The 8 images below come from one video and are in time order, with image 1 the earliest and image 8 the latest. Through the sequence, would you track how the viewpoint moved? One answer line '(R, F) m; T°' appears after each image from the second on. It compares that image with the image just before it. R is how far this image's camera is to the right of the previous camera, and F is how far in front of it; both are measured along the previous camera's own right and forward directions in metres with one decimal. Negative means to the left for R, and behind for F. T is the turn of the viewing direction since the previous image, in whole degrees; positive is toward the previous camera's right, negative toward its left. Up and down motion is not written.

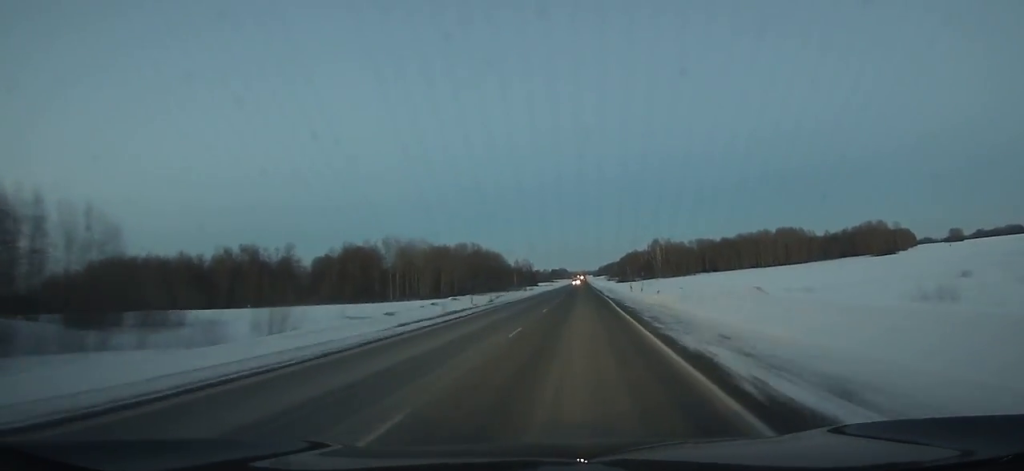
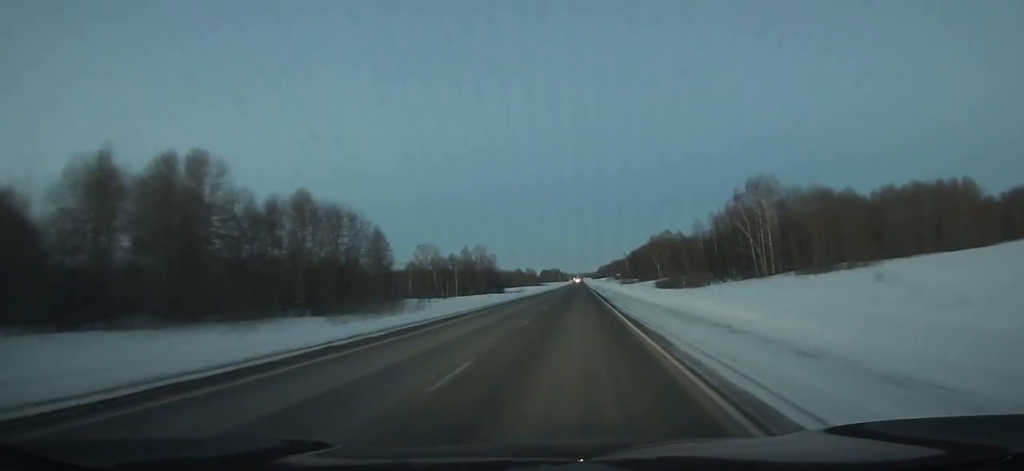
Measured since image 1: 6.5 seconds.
(-0.4, +165.0) m; 0°
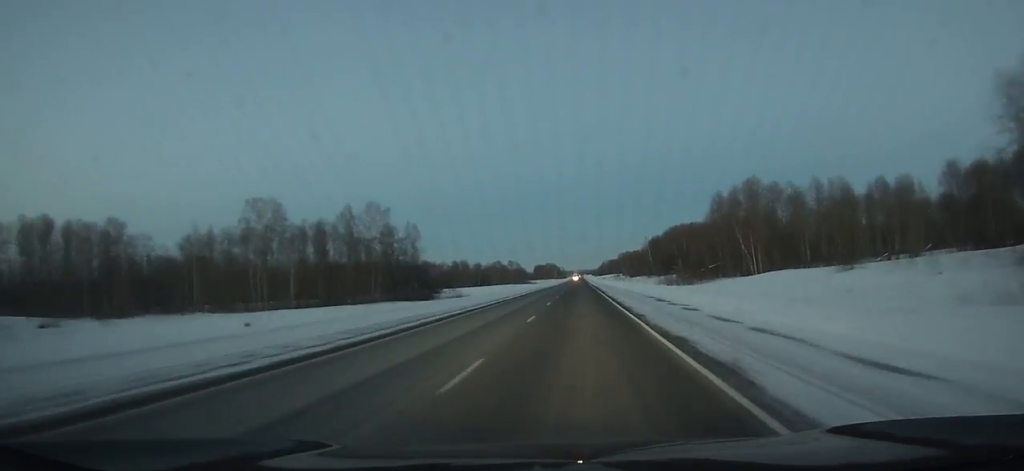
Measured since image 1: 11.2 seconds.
(+0.2, +121.1) m; 0°
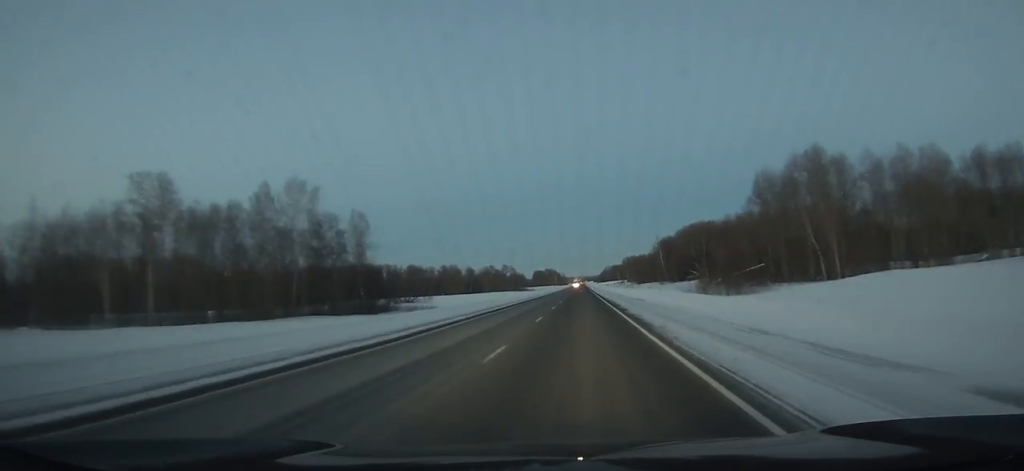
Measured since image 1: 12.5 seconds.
(-0.1, +34.1) m; 0°
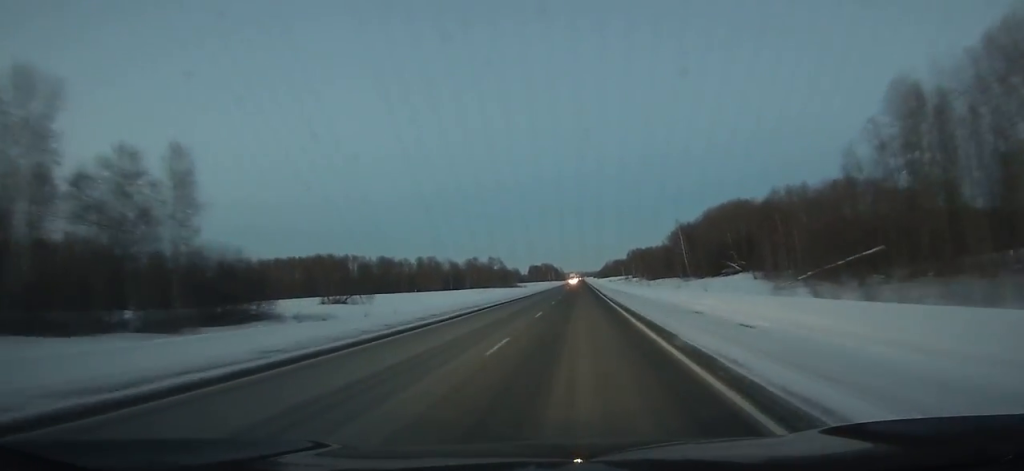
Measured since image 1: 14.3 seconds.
(-0.1, +47.4) m; 0°
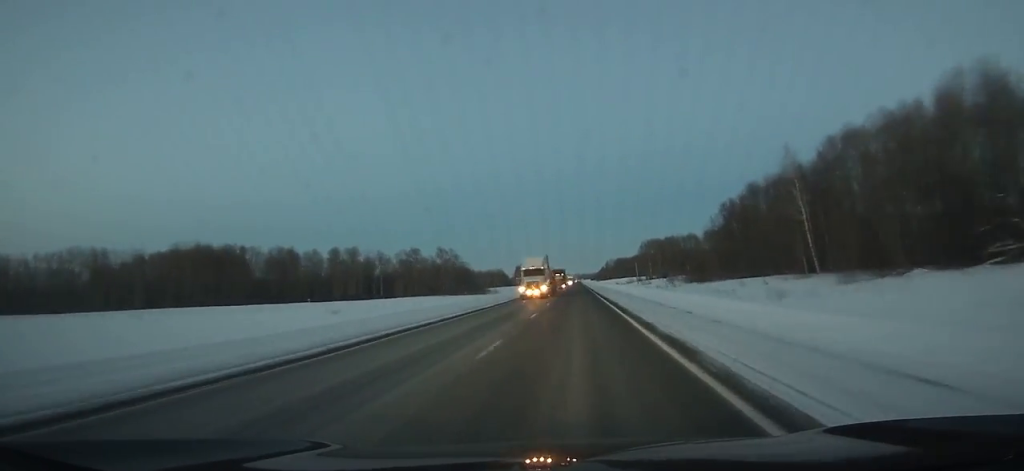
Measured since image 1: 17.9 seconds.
(0.0, +96.1) m; 0°
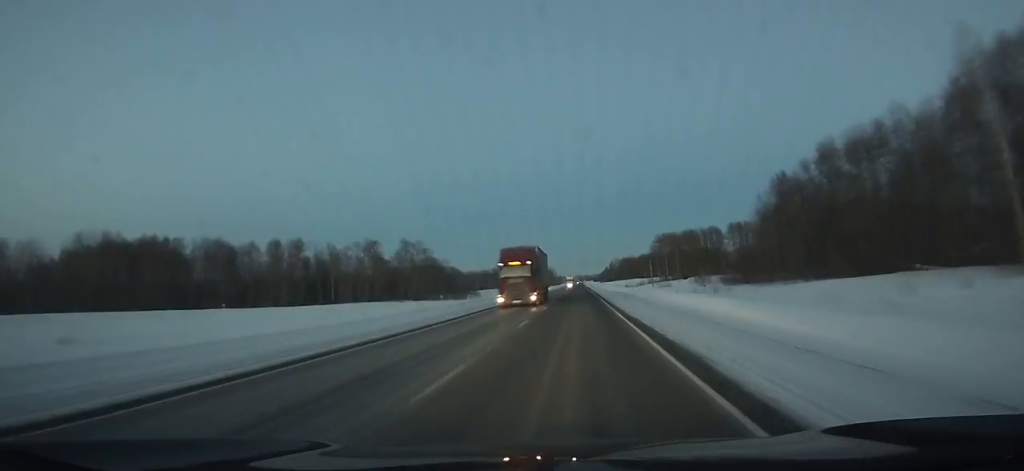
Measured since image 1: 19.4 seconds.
(+0.1, +40.4) m; 0°
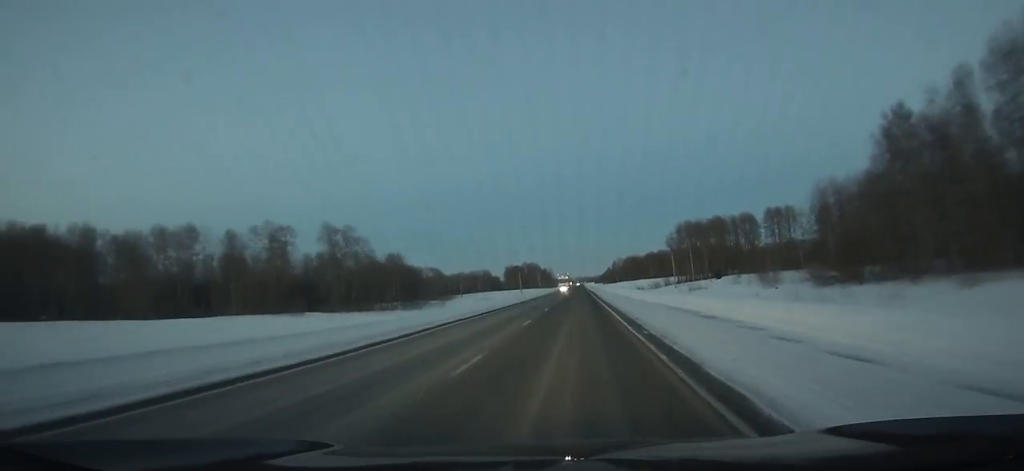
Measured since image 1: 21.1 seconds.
(+0.1, +45.8) m; 0°
